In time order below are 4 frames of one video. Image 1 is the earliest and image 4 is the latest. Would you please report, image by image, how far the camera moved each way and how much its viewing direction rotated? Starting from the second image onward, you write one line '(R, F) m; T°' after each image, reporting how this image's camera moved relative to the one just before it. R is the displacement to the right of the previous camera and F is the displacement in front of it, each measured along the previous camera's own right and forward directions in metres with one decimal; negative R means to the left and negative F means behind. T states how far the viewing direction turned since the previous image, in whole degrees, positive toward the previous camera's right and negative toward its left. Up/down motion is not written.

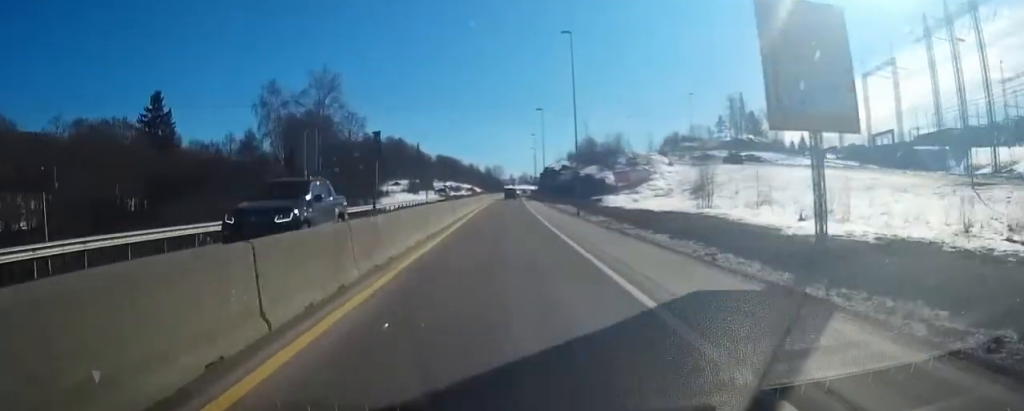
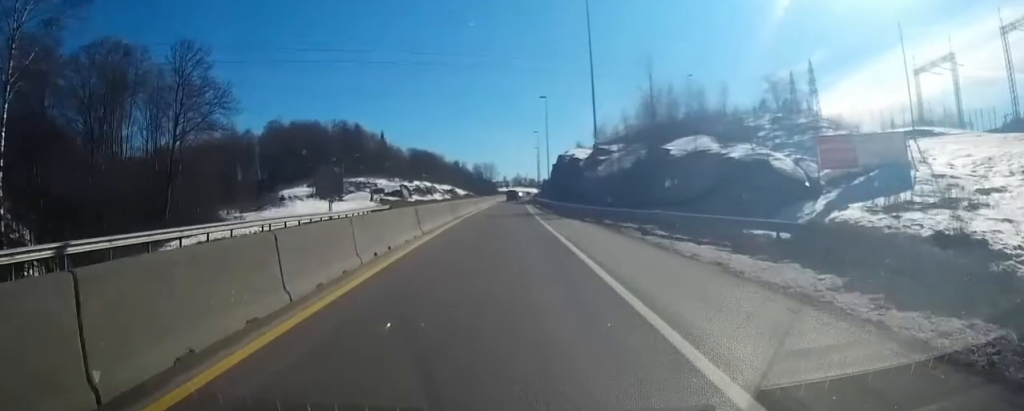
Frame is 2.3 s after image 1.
(+0.4, +51.5) m; +1°
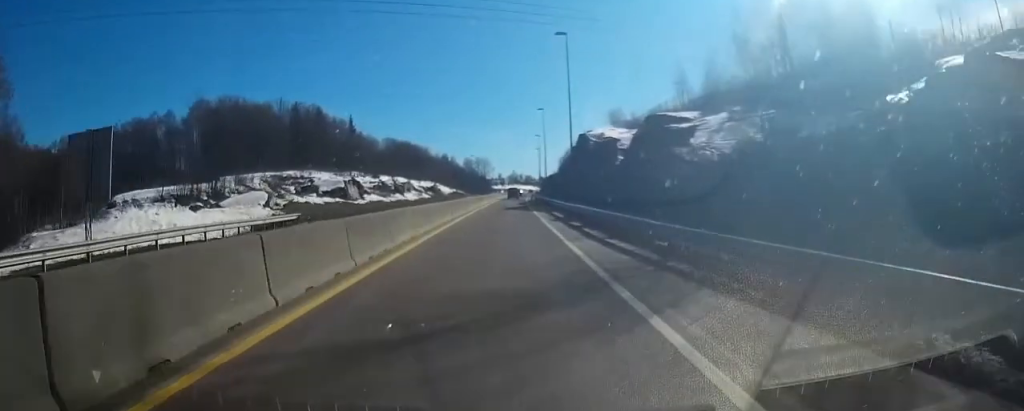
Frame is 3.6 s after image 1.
(0.0, +29.0) m; 0°
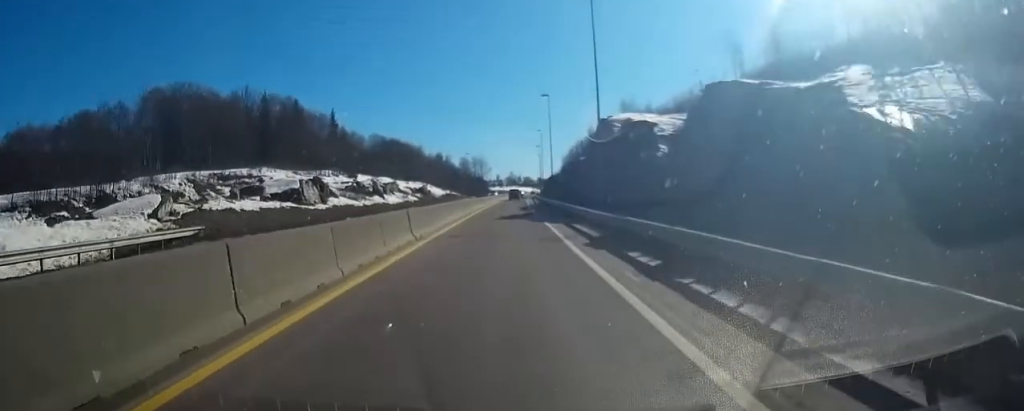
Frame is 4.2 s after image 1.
(+0.1, +13.4) m; 0°
